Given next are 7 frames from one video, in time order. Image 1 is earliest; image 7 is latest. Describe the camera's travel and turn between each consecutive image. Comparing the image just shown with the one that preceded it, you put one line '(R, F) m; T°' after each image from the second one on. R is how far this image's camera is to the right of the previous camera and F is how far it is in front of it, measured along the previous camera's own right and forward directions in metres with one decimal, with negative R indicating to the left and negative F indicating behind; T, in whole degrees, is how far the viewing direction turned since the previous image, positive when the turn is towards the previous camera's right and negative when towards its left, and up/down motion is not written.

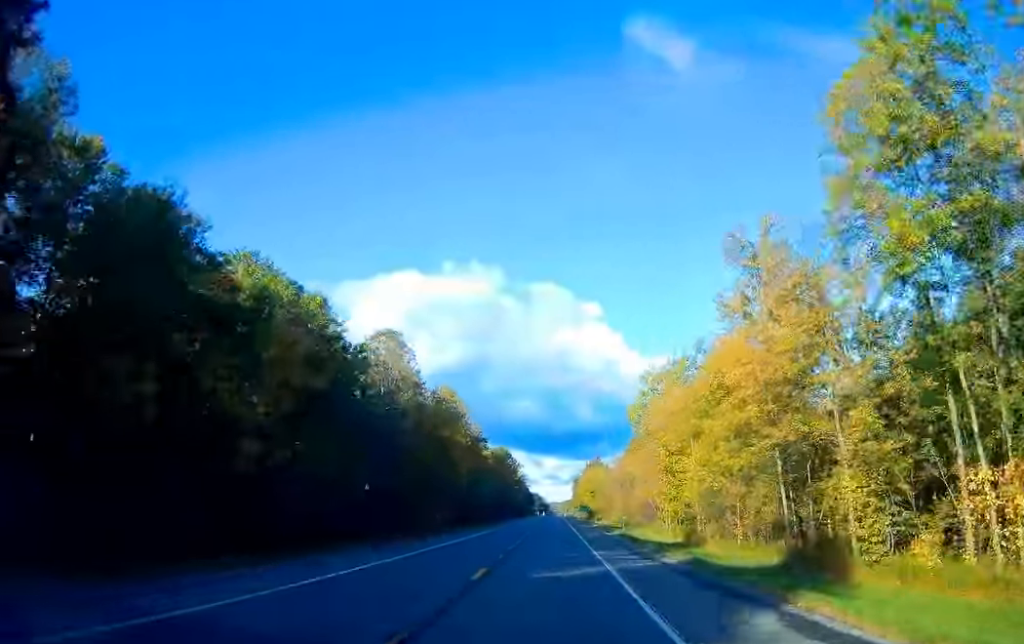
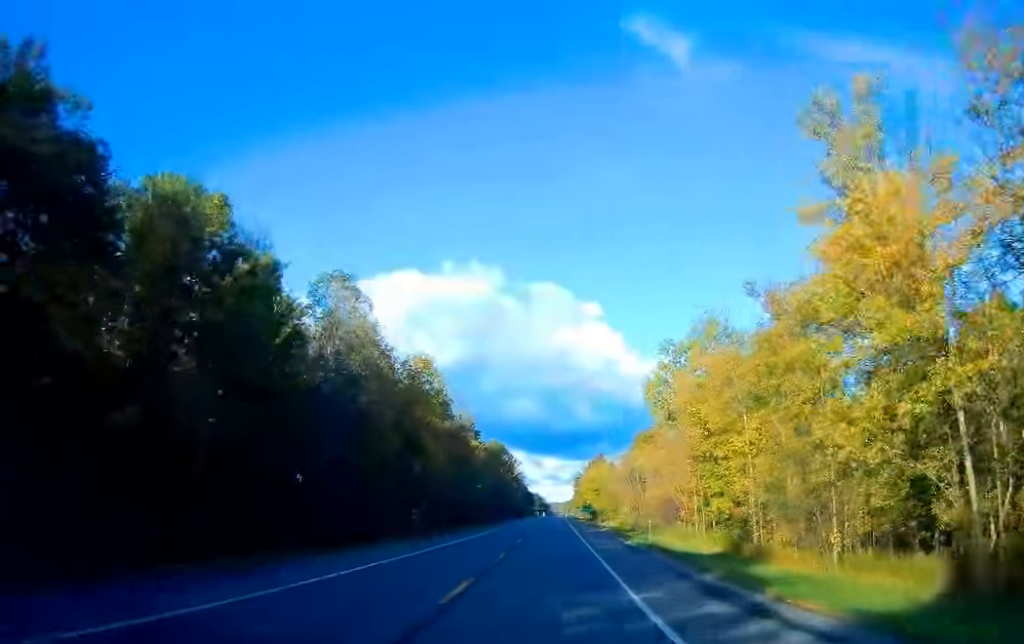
(0.0, +15.5) m; 0°
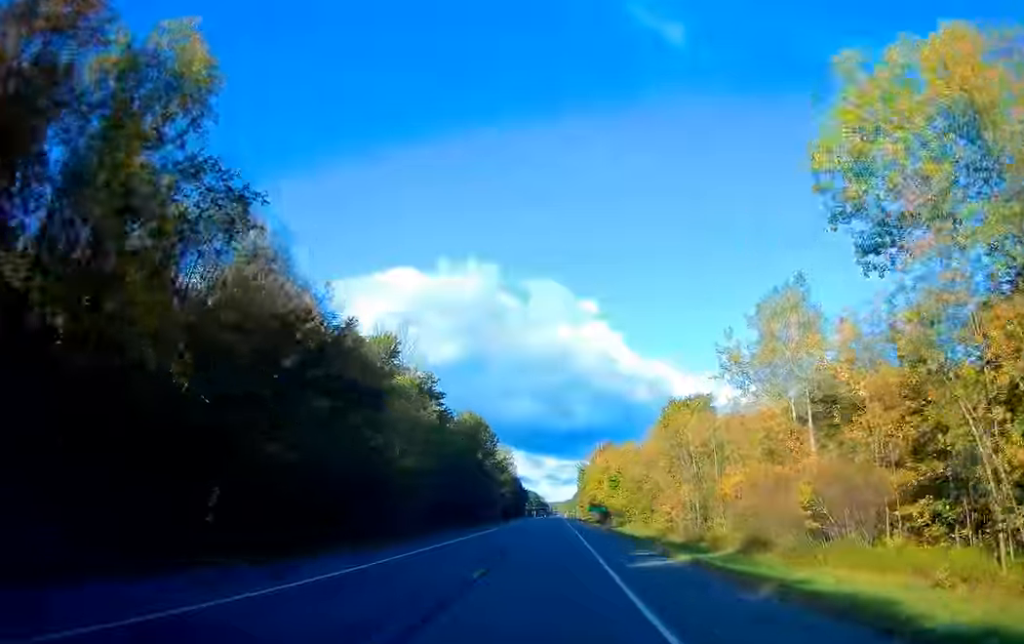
(-0.2, +45.7) m; -1°
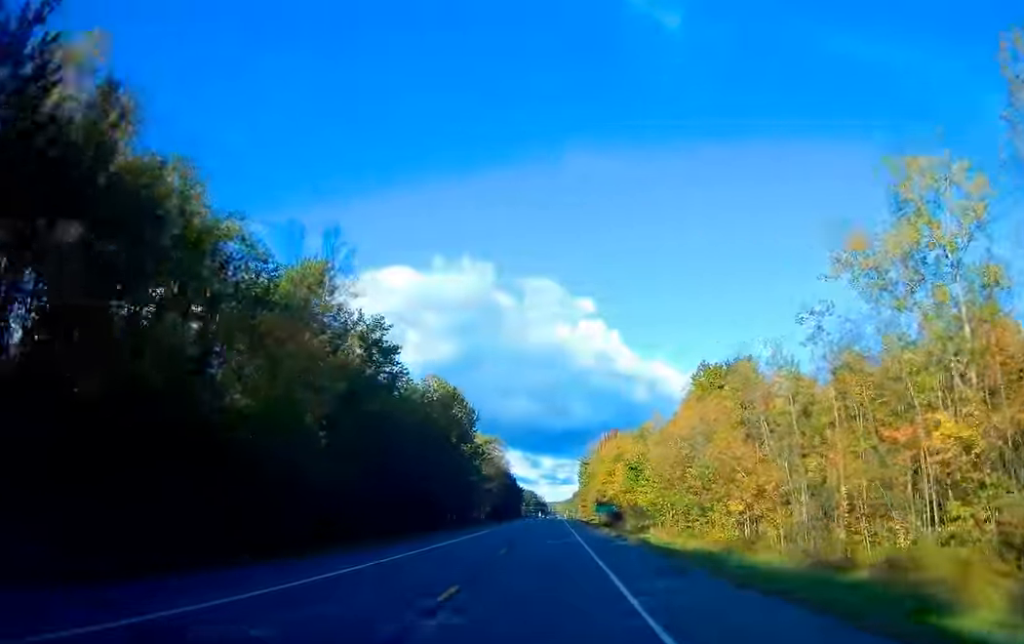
(-0.1, +29.0) m; 0°
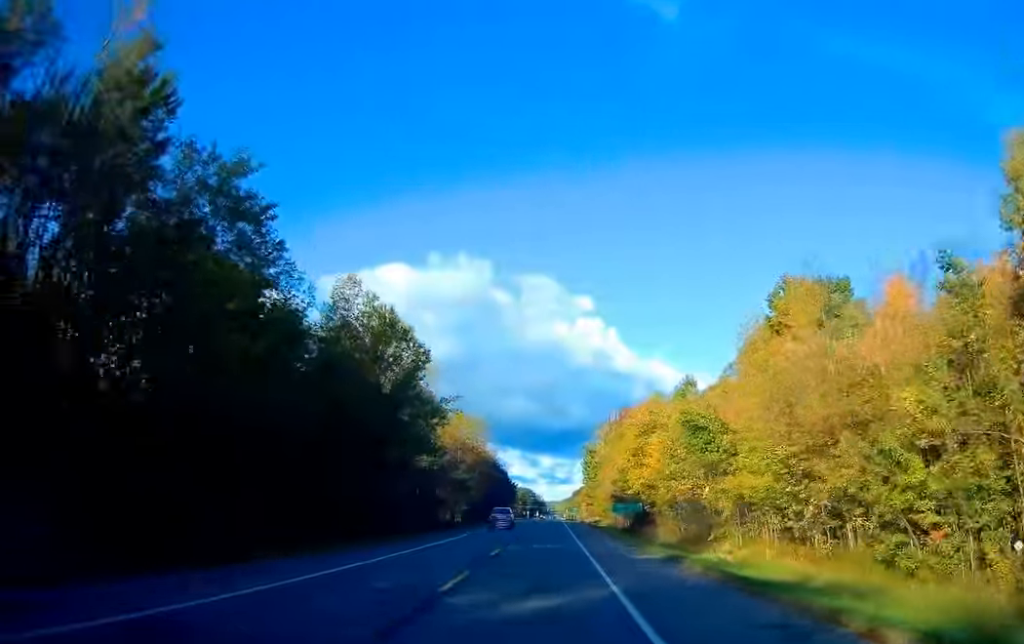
(+0.4, +34.3) m; +1°
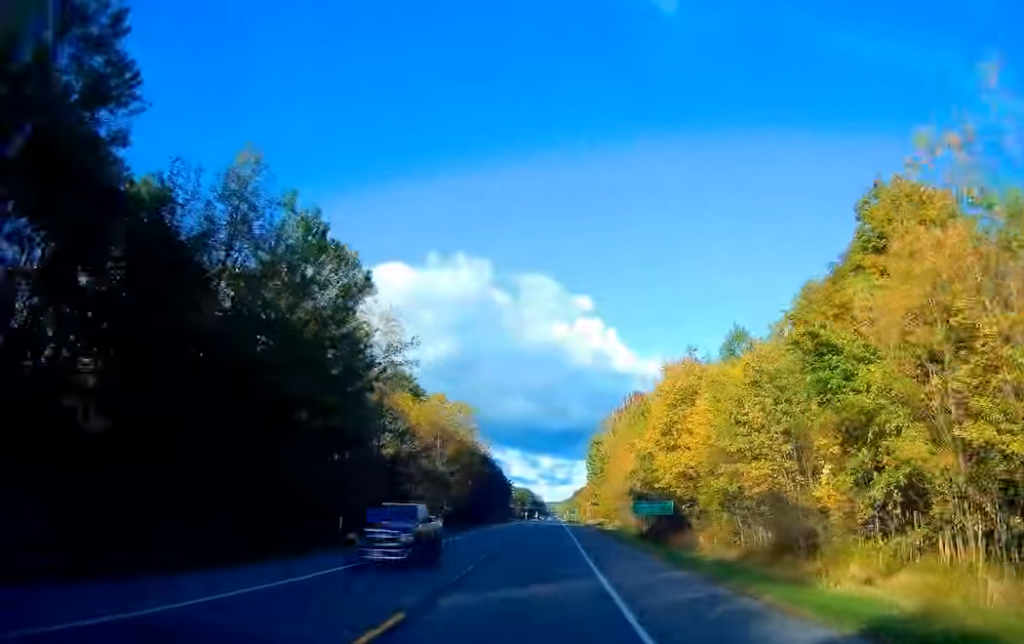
(0.0, +18.8) m; 0°
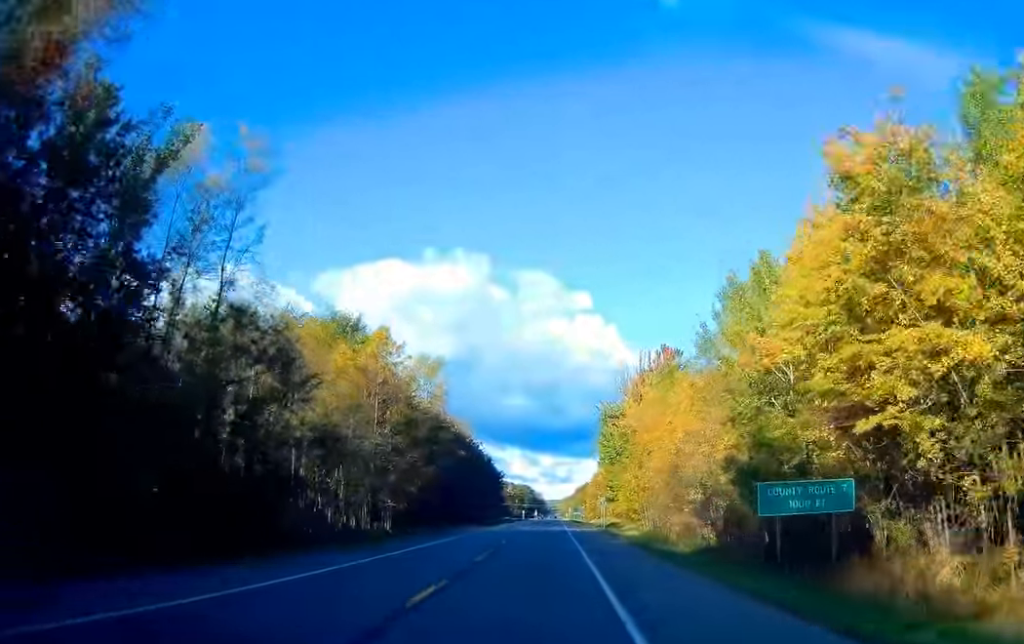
(-0.4, +32.3) m; -1°
